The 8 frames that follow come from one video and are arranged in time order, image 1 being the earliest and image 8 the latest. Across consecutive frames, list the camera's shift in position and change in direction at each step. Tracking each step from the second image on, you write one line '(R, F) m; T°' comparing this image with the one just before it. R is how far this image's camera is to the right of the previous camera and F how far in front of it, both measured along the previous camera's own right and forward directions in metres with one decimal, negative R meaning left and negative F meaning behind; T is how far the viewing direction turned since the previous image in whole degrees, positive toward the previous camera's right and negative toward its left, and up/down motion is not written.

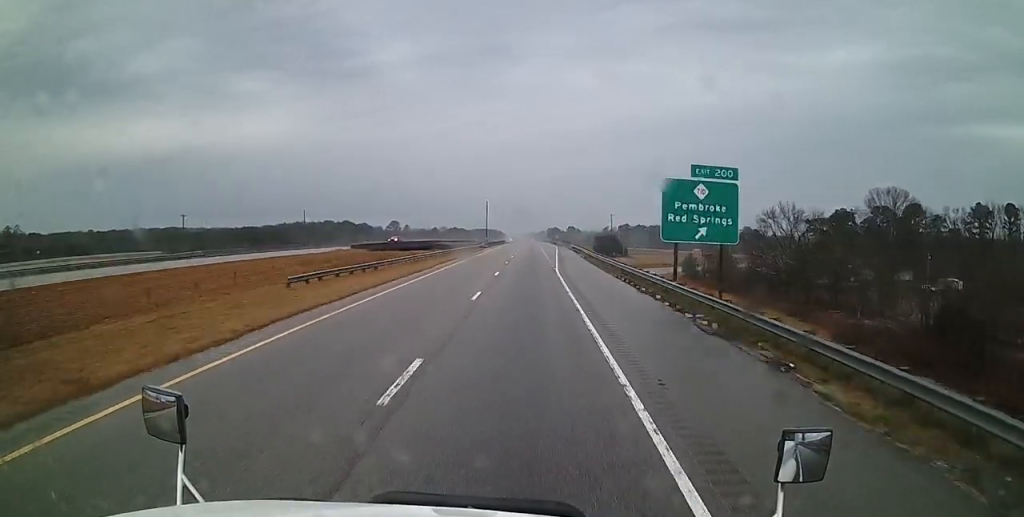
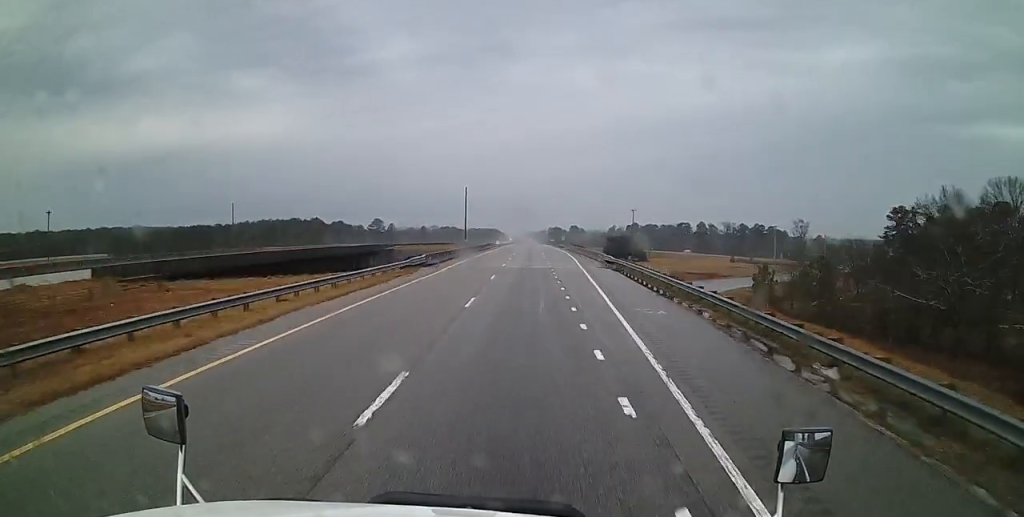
(+0.3, +49.9) m; +1°
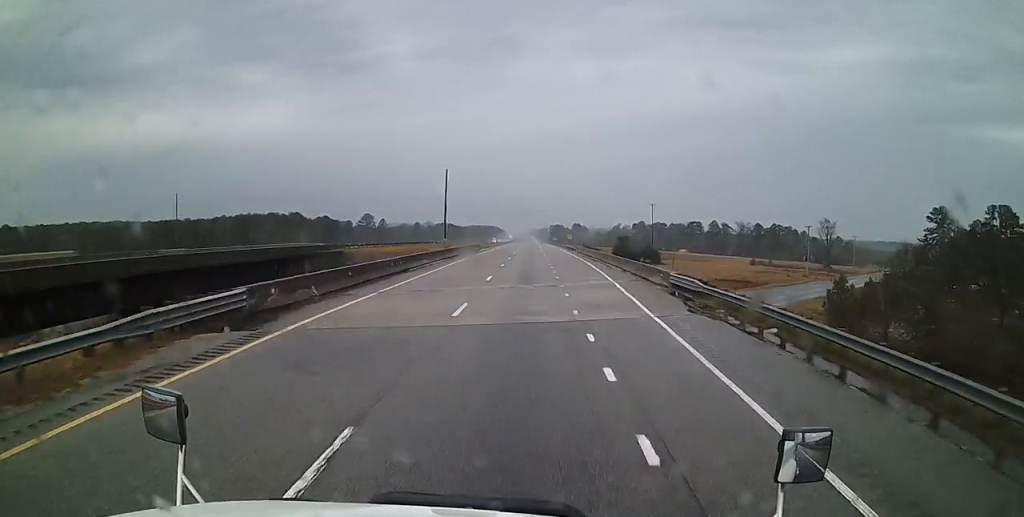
(+0.3, +29.1) m; 0°
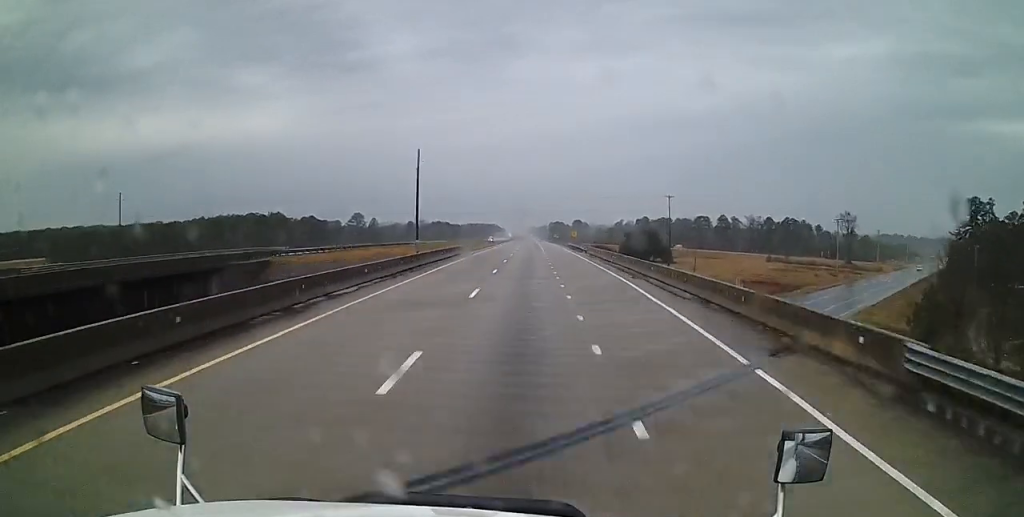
(+0.1, +21.9) m; 0°
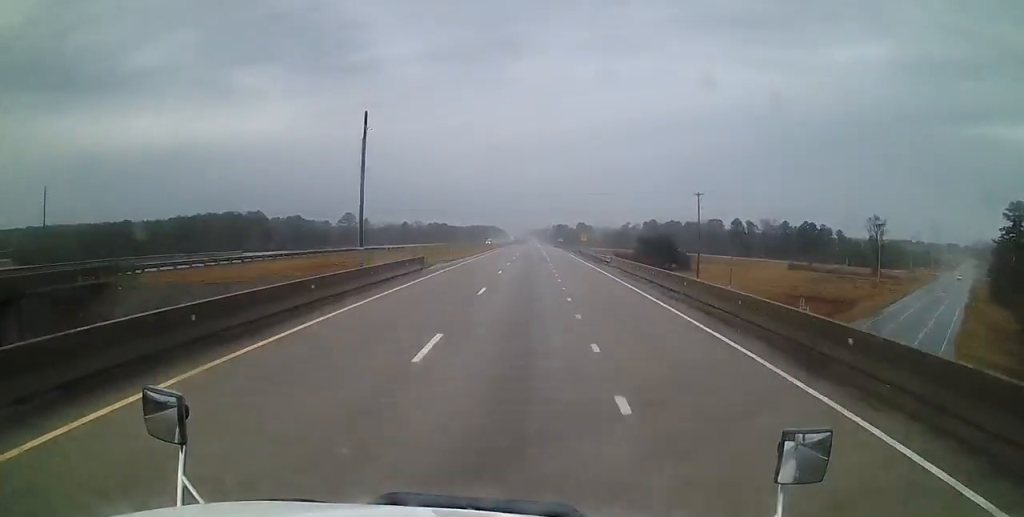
(-0.1, +24.0) m; -1°
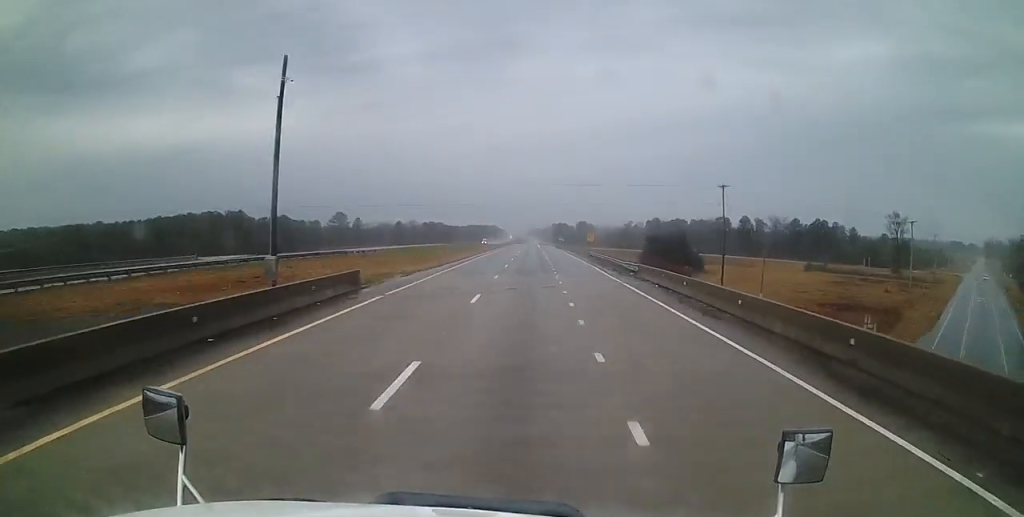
(-0.2, +15.4) m; 0°
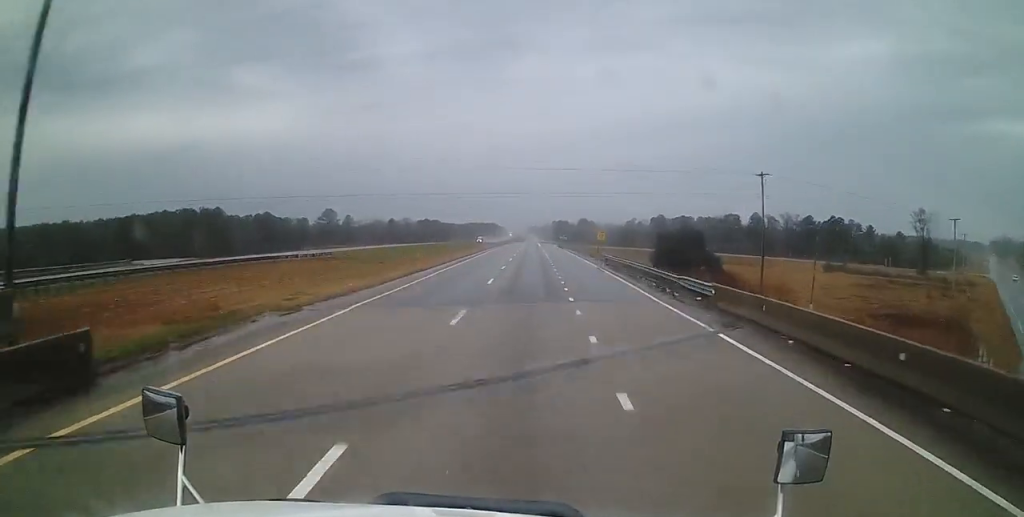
(-0.2, +17.4) m; 0°
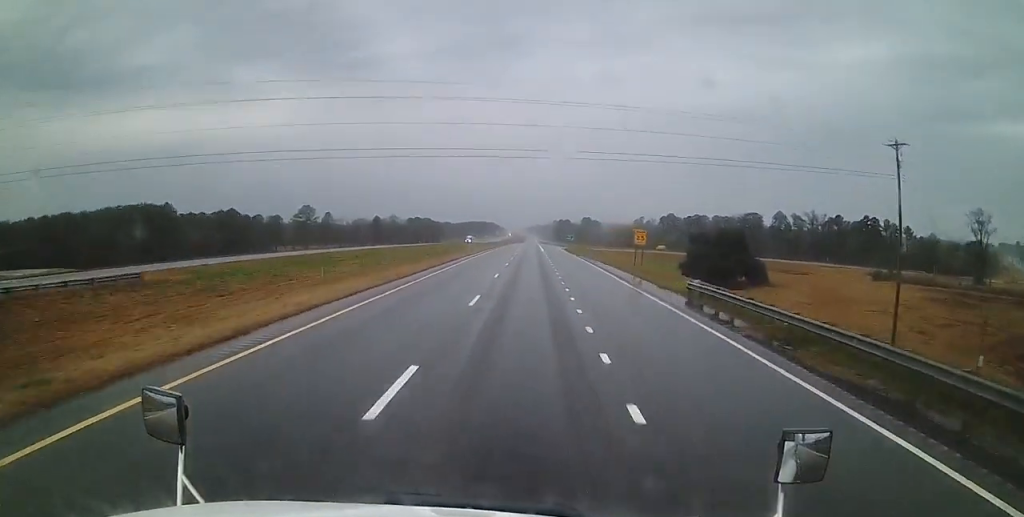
(+0.3, +31.9) m; +1°
